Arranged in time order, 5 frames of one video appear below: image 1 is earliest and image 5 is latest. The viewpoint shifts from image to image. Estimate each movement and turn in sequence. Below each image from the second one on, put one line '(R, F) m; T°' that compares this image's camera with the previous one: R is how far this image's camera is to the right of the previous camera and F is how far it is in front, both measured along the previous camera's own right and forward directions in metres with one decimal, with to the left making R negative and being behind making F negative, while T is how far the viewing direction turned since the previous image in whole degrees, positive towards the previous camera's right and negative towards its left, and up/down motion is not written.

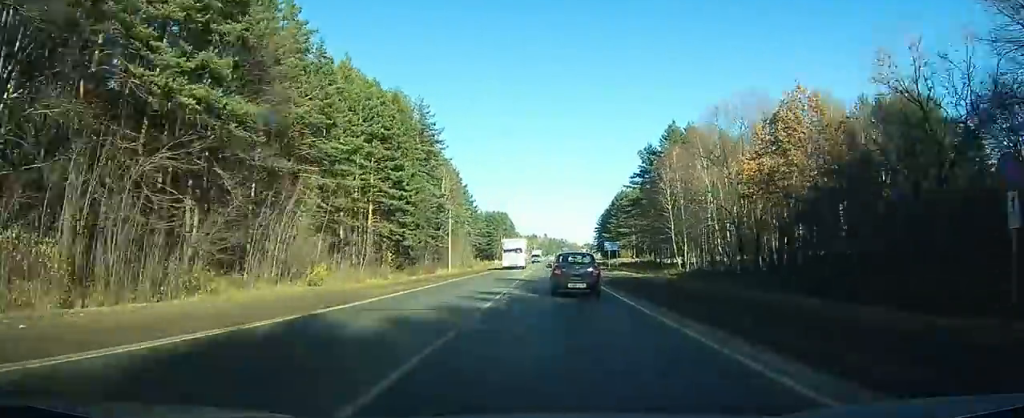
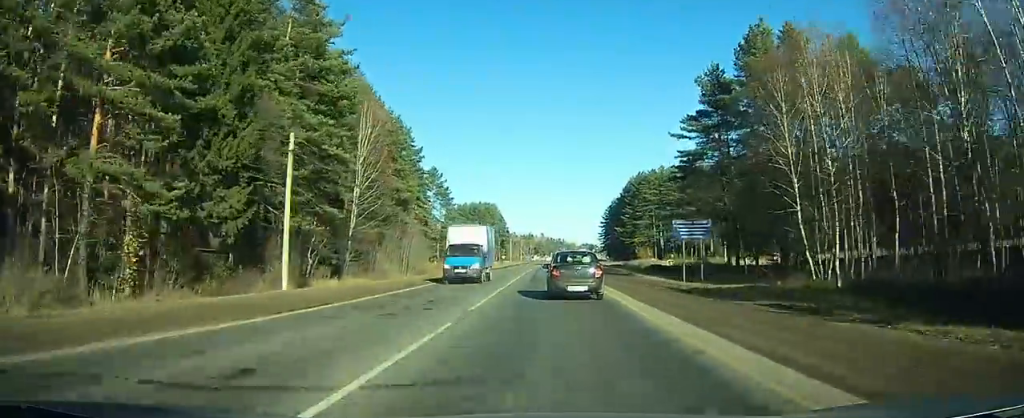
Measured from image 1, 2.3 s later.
(+0.3, +47.2) m; +1°
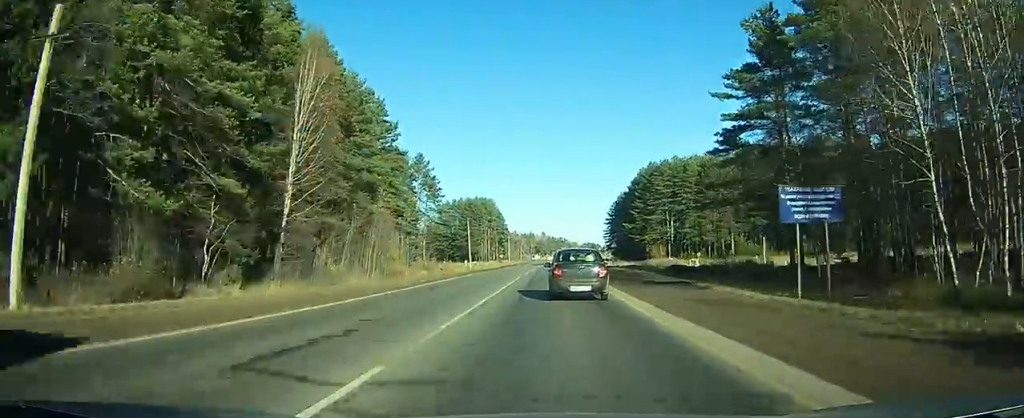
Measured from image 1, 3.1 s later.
(+0.1, +16.5) m; 0°
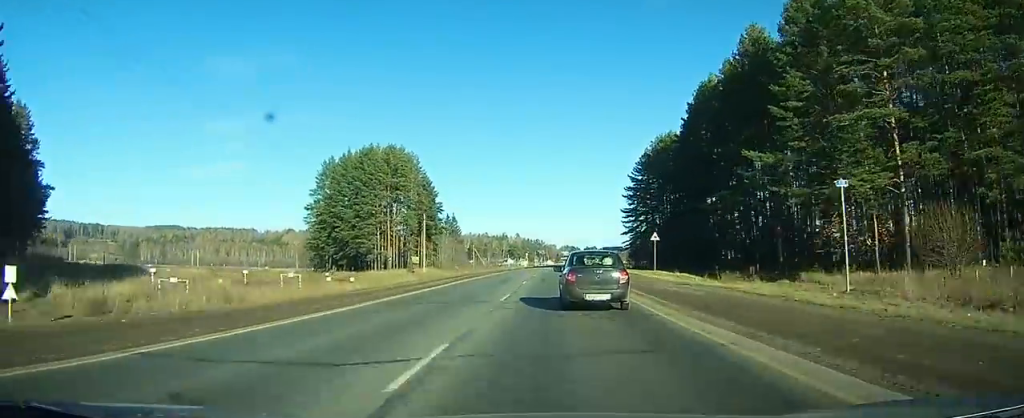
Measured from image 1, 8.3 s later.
(+1.0, +106.1) m; +2°
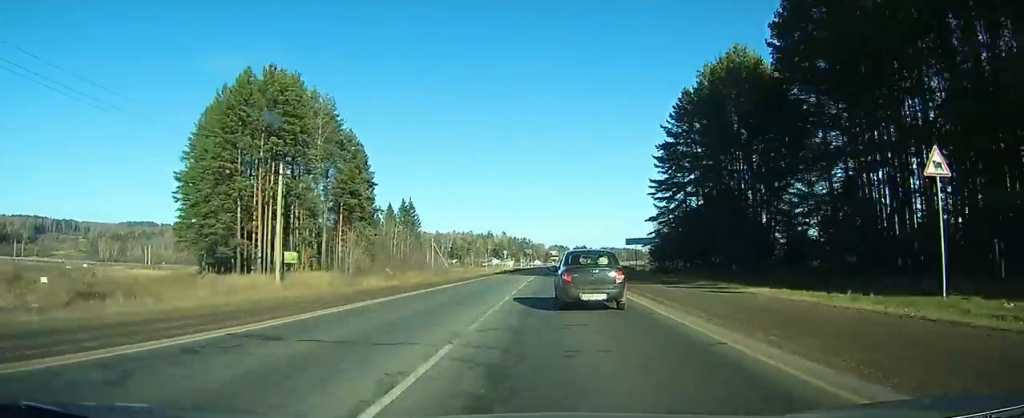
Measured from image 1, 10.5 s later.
(+0.4, +43.3) m; +1°
